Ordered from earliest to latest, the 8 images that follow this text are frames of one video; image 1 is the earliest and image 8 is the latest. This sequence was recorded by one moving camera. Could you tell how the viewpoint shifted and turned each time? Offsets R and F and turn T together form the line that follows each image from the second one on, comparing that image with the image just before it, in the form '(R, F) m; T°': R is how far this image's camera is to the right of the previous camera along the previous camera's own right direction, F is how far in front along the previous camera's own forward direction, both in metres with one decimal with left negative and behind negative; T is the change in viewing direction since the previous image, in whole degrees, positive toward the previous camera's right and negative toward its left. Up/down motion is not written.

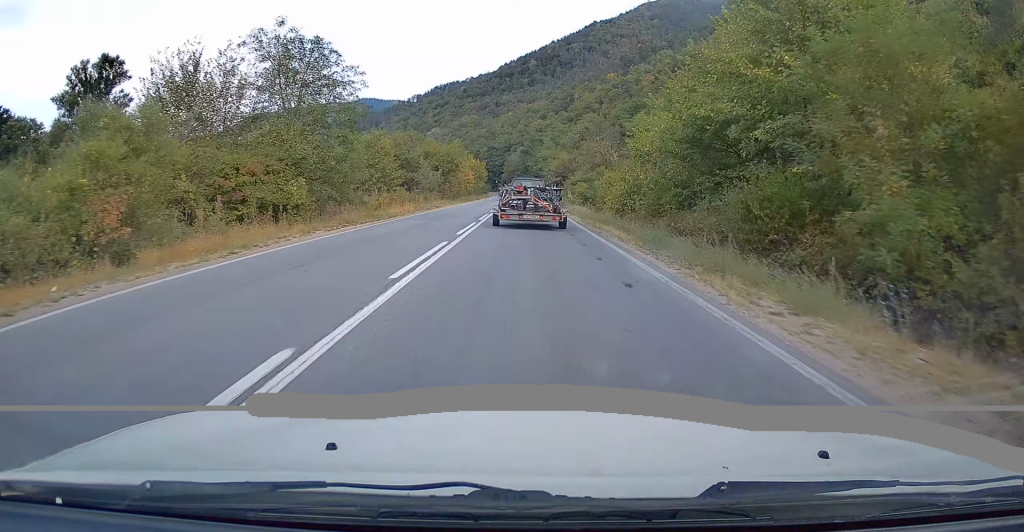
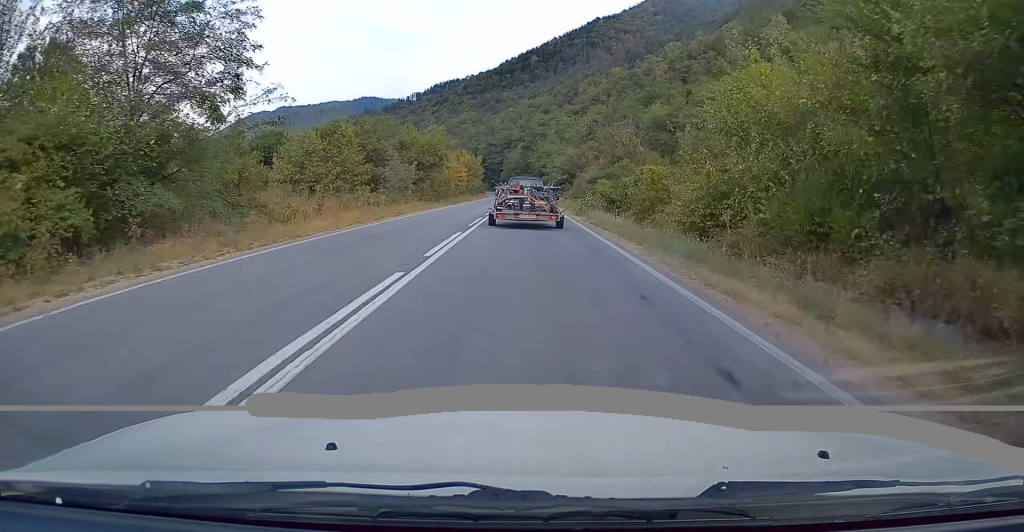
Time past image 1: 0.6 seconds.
(0.0, +14.2) m; 0°
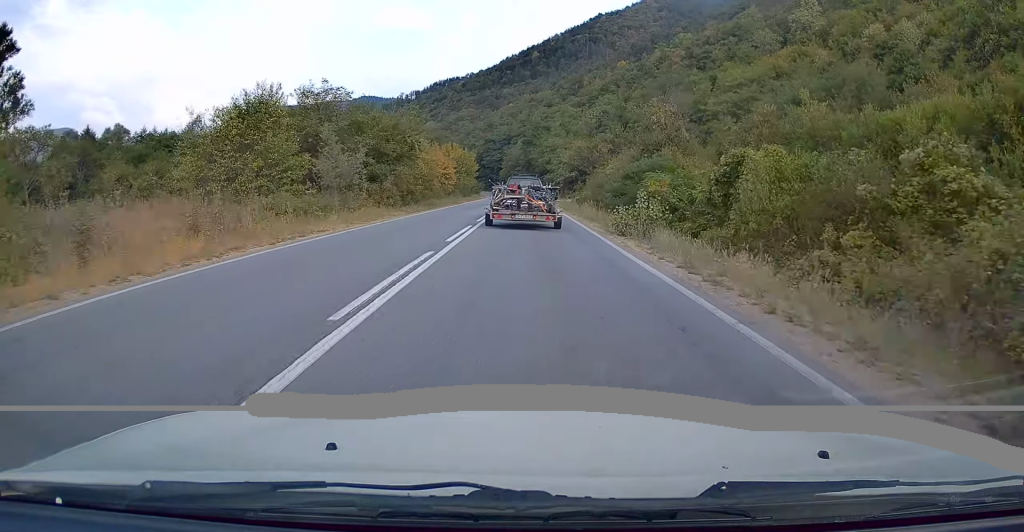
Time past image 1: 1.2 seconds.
(-0.1, +14.9) m; 0°
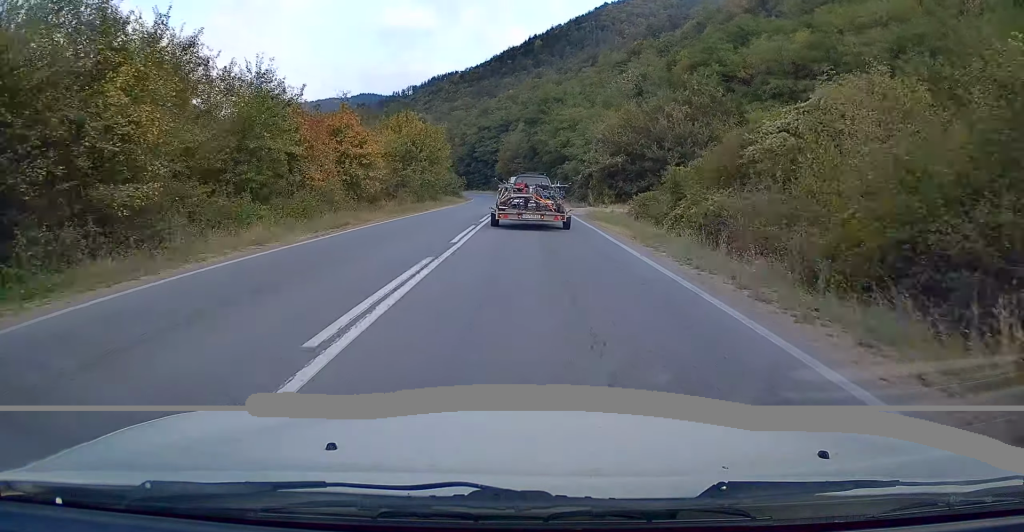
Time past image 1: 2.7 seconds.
(0.0, +36.8) m; 0°
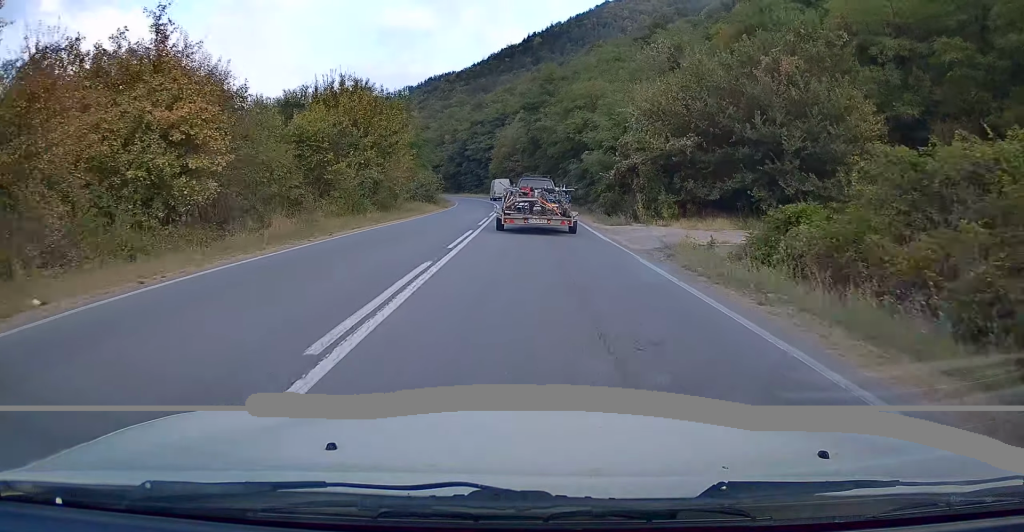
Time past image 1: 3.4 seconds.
(0.0, +18.4) m; 0°
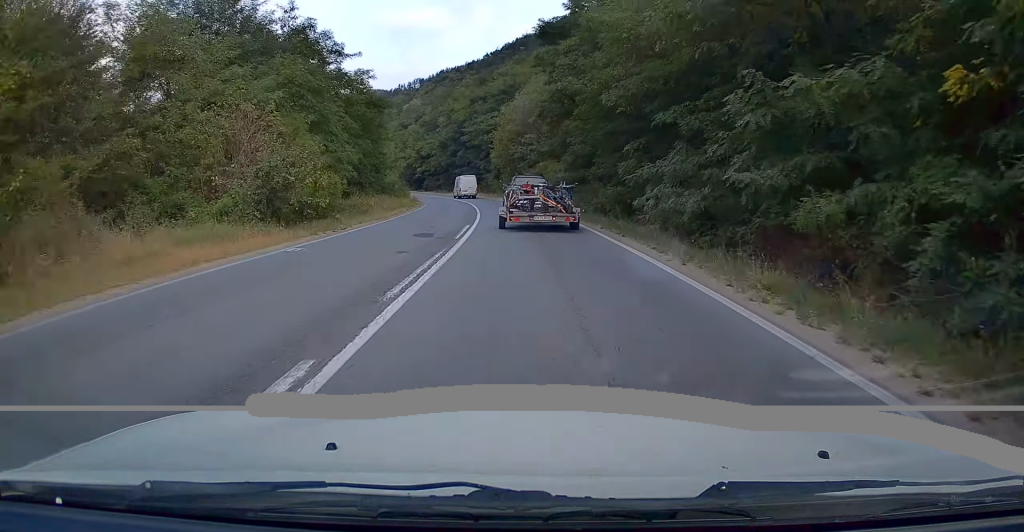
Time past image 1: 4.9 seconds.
(0.0, +33.4) m; 0°
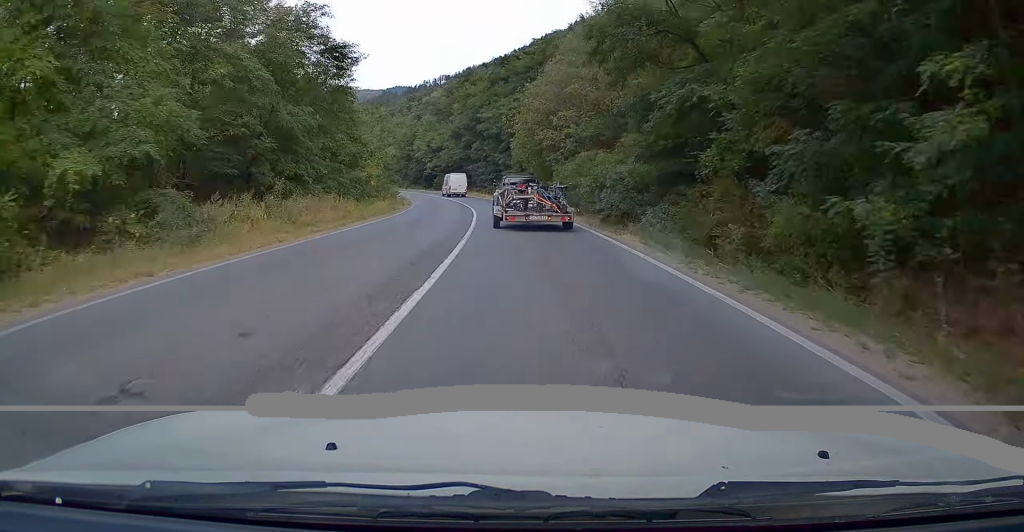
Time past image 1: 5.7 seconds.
(0.0, +18.2) m; -1°
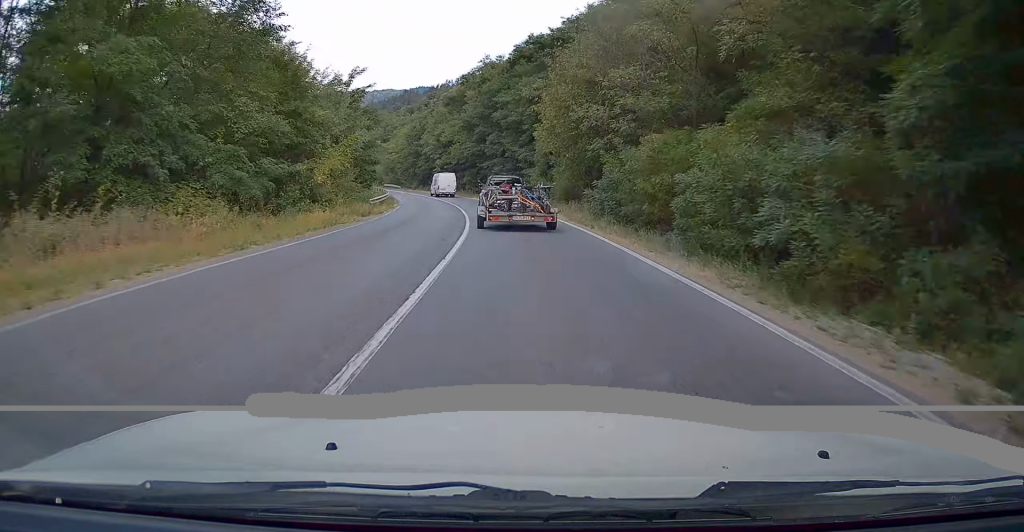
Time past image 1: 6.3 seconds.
(+0.1, +15.1) m; -1°
